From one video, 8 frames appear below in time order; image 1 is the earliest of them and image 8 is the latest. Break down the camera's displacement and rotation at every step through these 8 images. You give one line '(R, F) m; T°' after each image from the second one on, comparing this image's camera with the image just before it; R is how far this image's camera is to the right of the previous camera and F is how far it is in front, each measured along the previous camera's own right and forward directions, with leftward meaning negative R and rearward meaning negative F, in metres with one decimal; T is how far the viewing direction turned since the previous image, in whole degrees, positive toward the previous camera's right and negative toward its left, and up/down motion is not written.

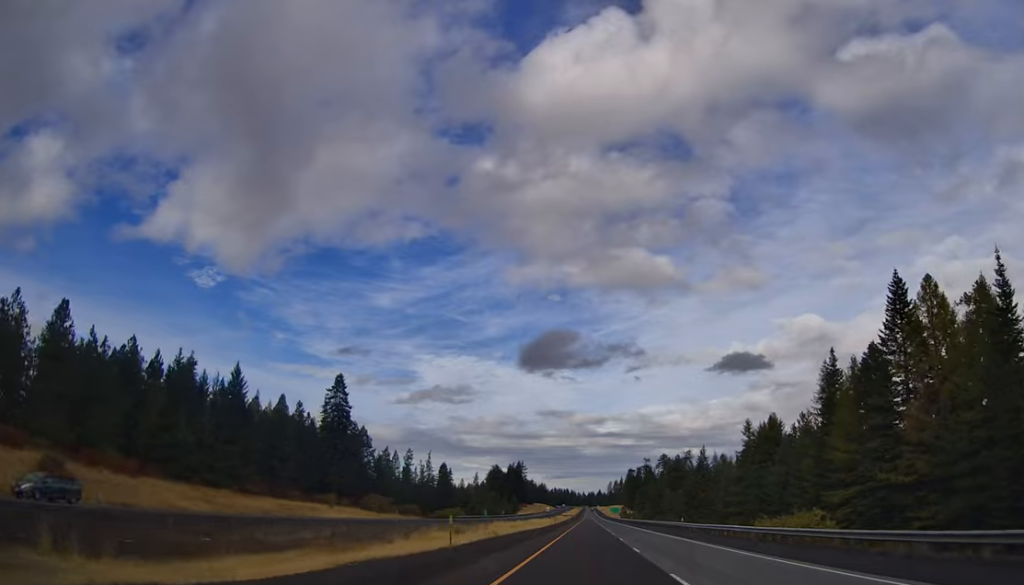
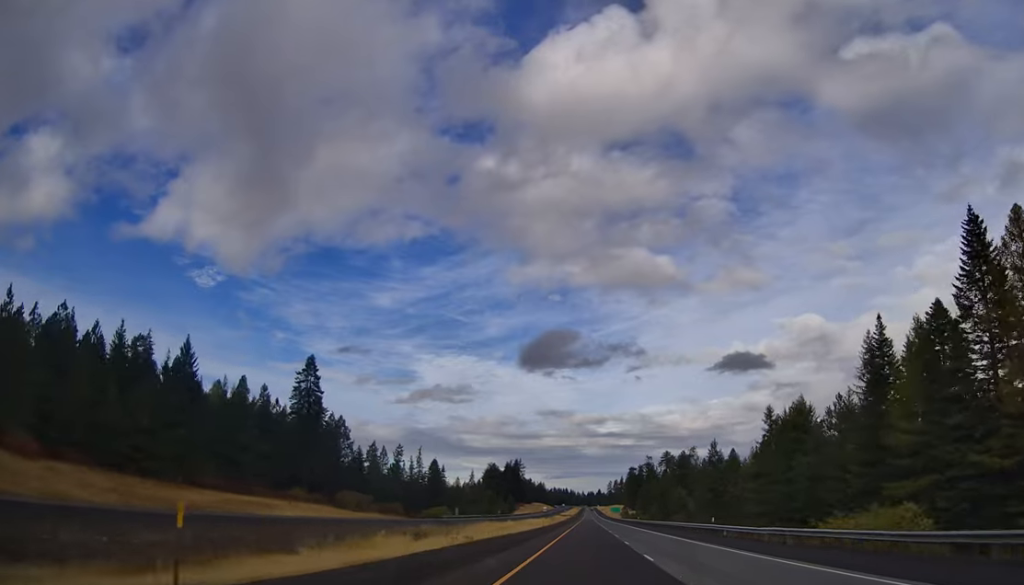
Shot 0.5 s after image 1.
(-0.3, +16.9) m; 0°
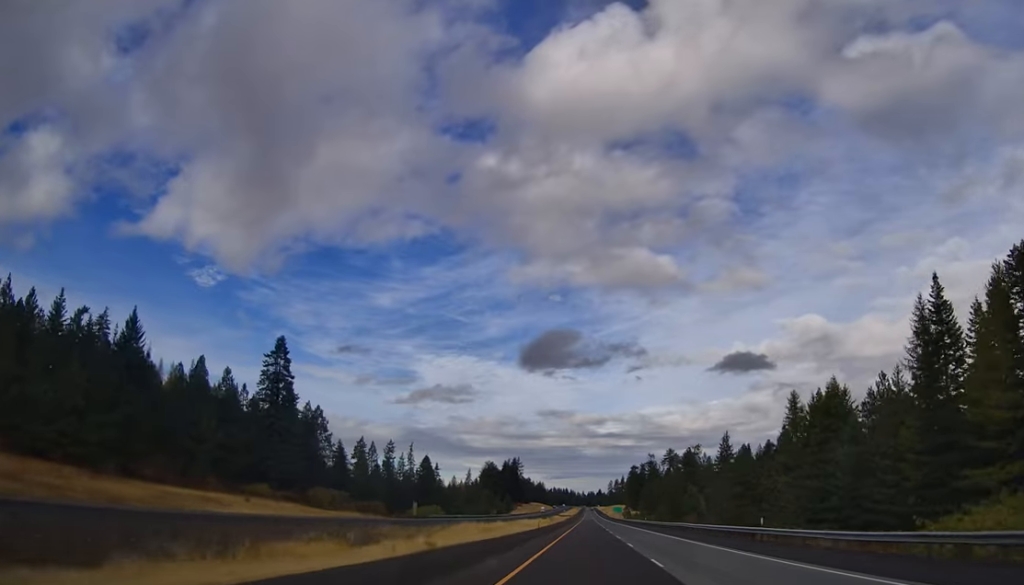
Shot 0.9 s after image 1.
(+0.4, +14.6) m; 0°
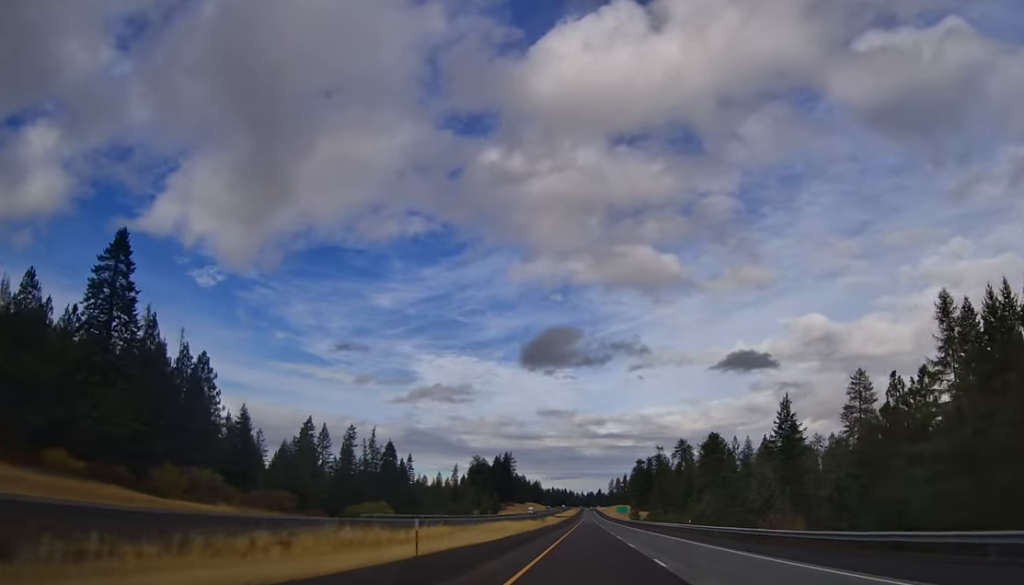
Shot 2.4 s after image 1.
(-0.4, +48.4) m; -1°
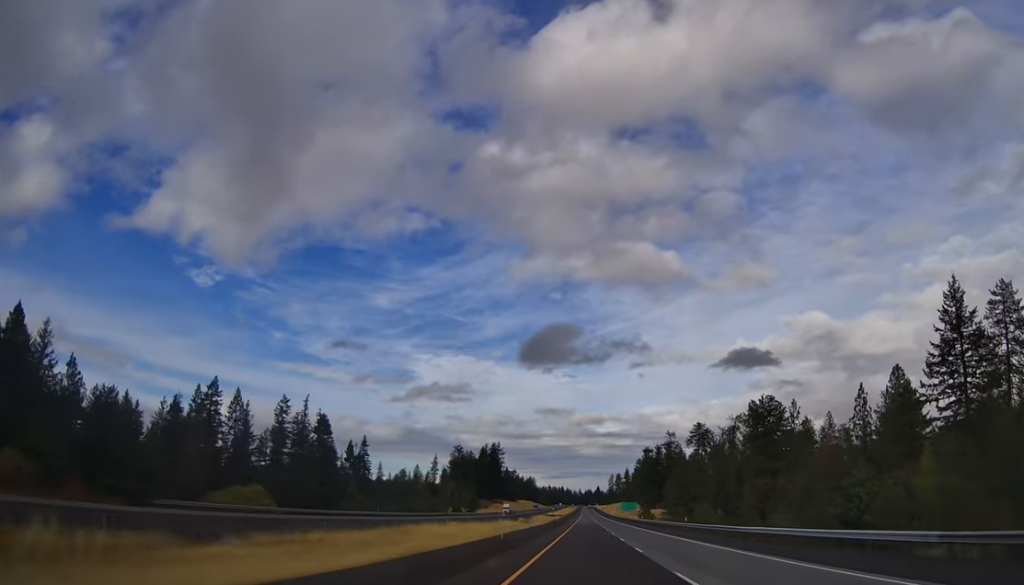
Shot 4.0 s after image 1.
(+0.6, +54.2) m; +1°
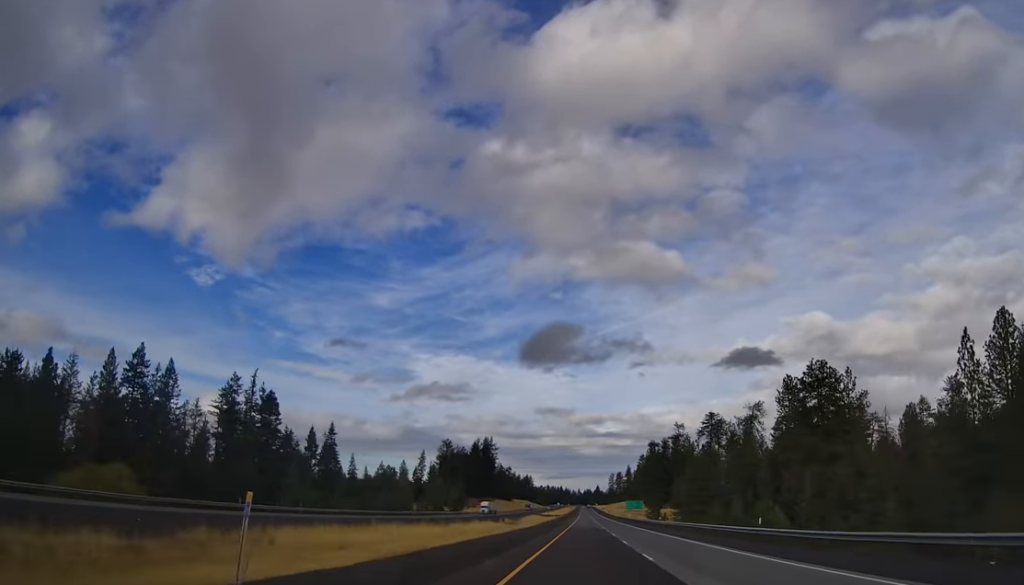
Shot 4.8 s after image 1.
(+0.1, +28.5) m; 0°
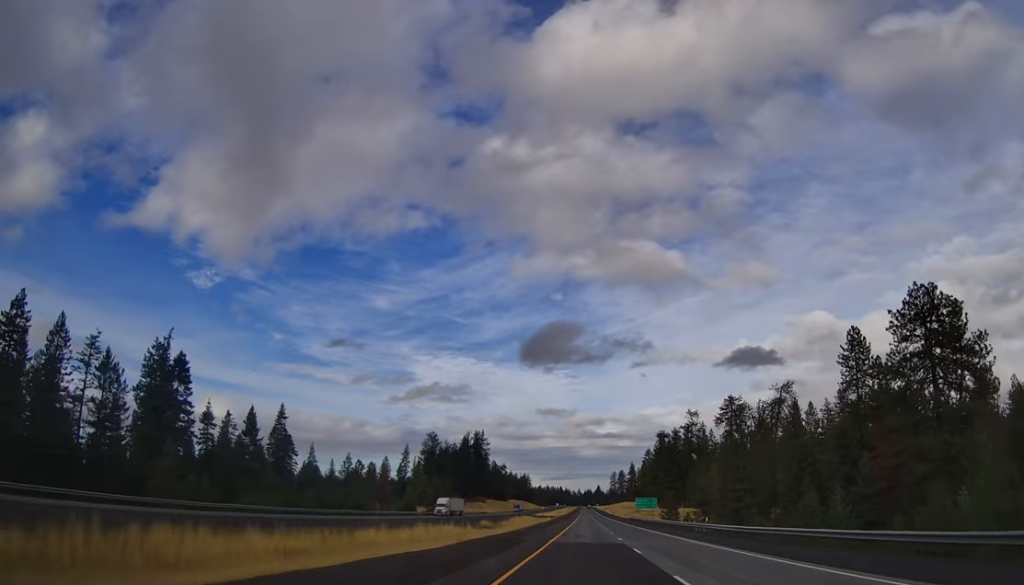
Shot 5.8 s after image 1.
(-0.3, +33.2) m; 0°
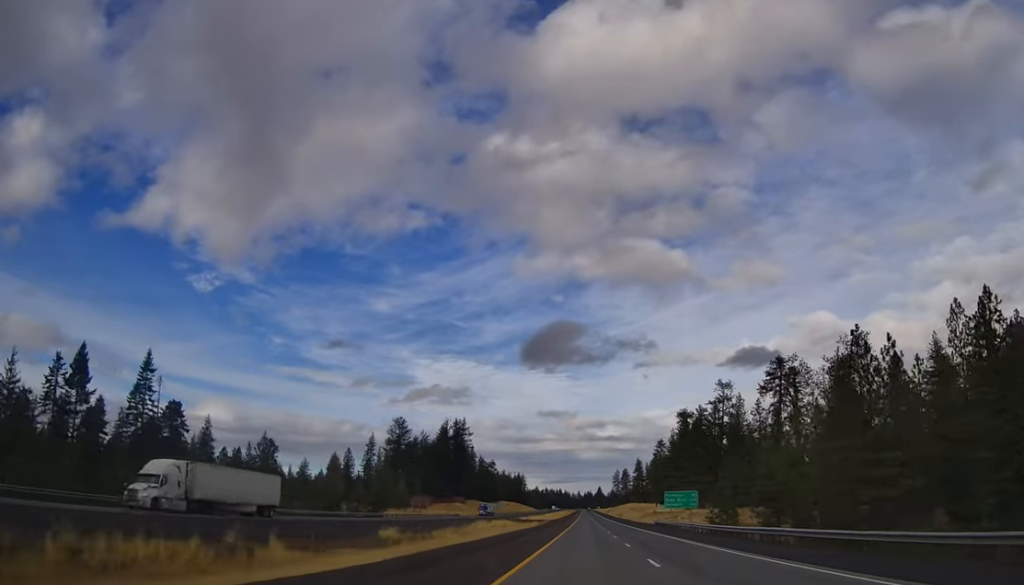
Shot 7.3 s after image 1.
(+0.7, +54.4) m; +1°
